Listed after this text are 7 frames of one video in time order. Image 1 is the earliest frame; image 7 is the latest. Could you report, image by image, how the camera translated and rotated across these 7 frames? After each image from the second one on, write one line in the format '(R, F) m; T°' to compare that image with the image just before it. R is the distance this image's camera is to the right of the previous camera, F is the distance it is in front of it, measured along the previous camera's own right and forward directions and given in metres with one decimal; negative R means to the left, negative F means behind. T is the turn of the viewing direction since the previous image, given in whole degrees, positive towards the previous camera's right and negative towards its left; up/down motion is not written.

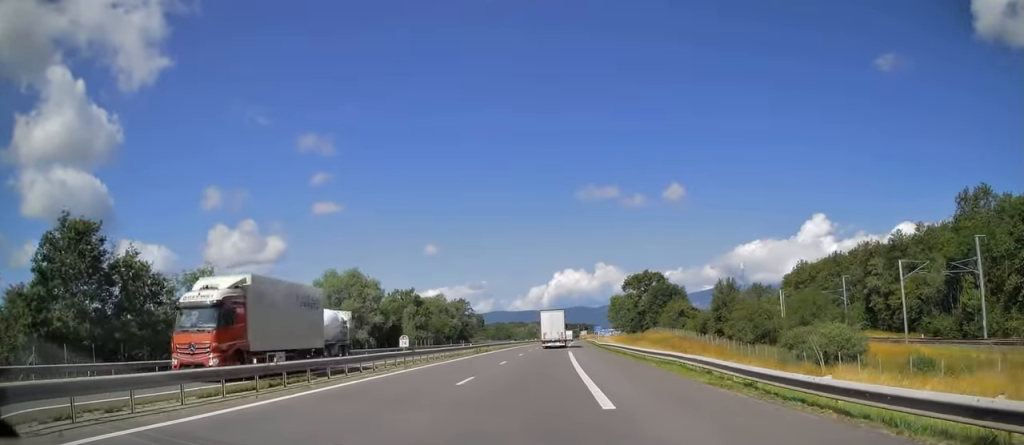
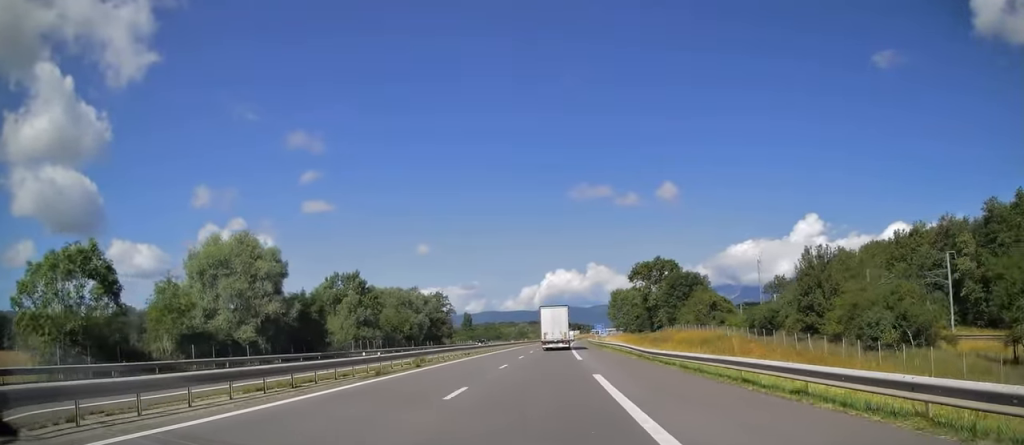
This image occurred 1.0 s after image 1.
(+0.1, +30.5) m; +1°
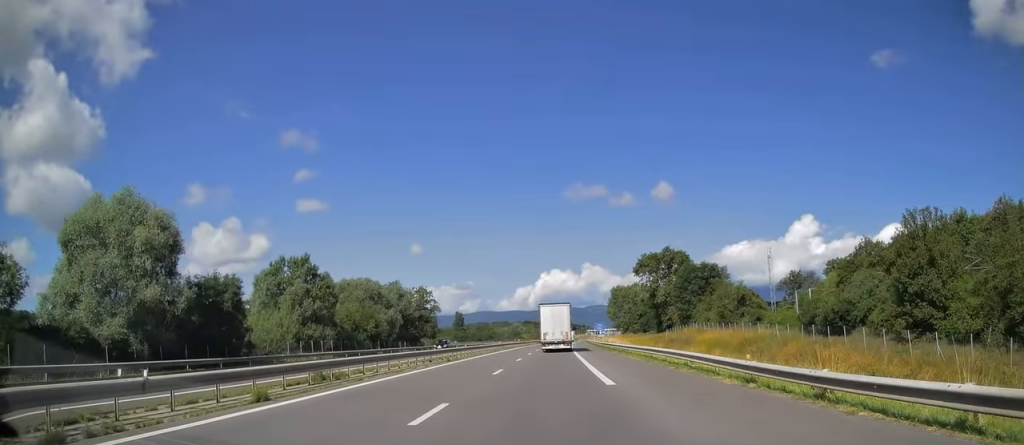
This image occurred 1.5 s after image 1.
(+0.2, +17.1) m; 0°
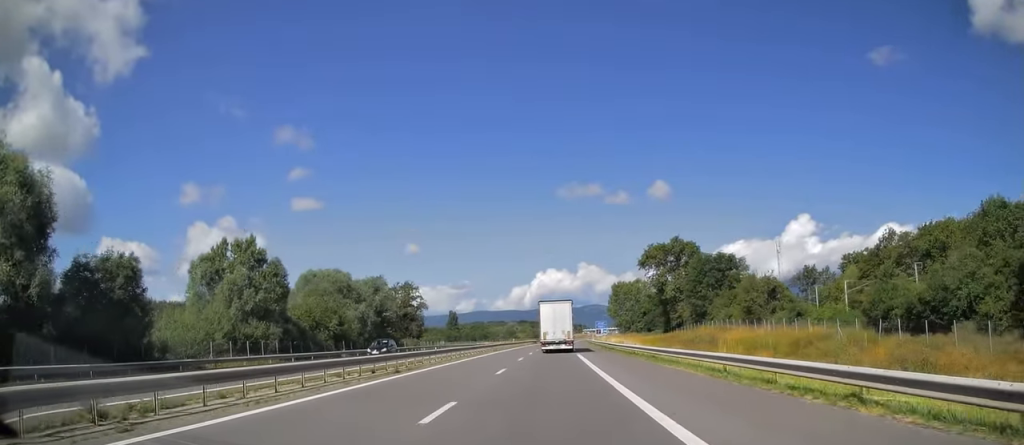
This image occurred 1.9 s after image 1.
(0.0, +12.8) m; 0°
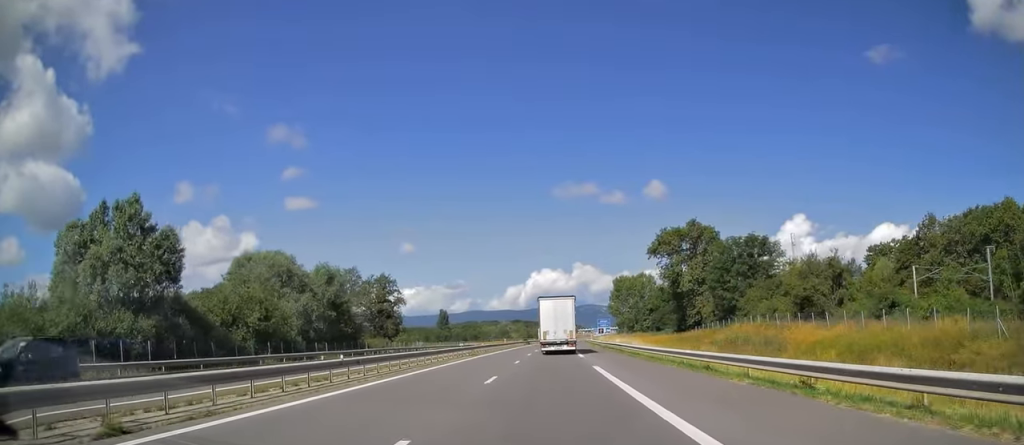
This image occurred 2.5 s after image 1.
(-0.1, +17.6) m; 0°
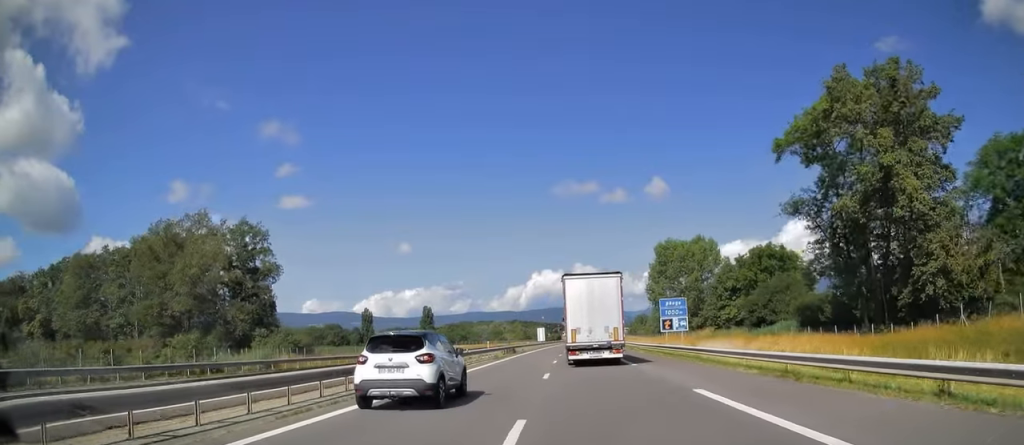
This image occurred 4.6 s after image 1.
(+0.8, +62.7) m; 0°
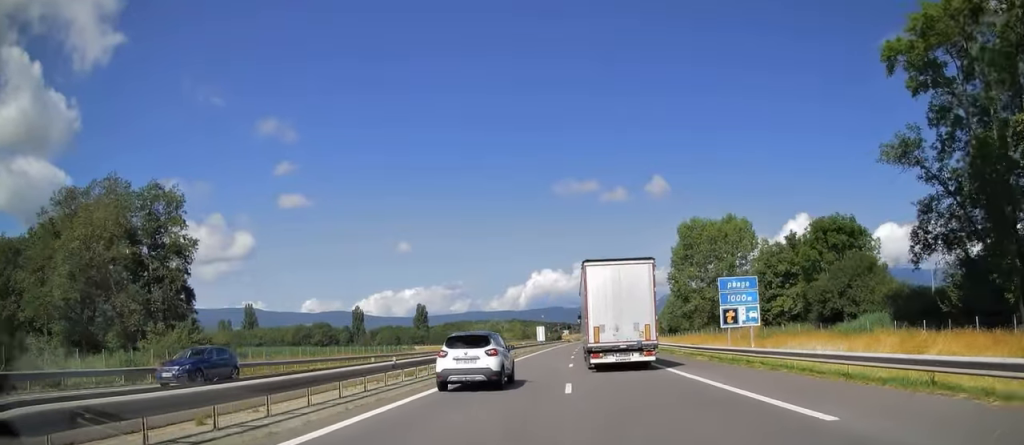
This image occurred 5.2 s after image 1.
(-0.2, +18.4) m; 0°
